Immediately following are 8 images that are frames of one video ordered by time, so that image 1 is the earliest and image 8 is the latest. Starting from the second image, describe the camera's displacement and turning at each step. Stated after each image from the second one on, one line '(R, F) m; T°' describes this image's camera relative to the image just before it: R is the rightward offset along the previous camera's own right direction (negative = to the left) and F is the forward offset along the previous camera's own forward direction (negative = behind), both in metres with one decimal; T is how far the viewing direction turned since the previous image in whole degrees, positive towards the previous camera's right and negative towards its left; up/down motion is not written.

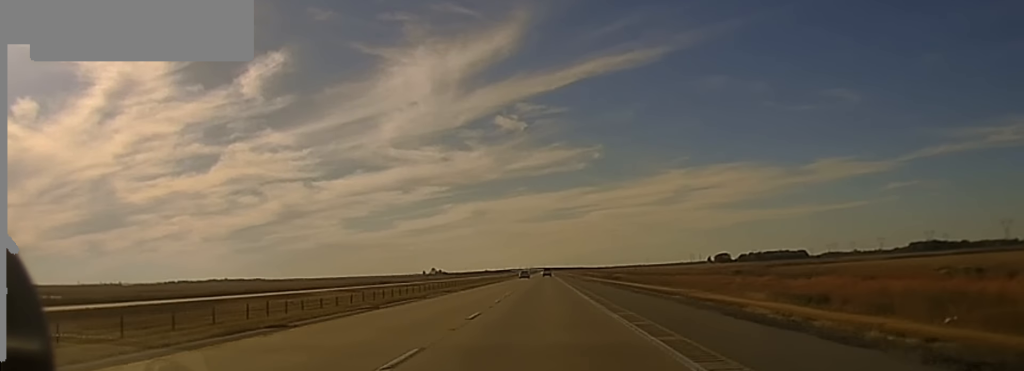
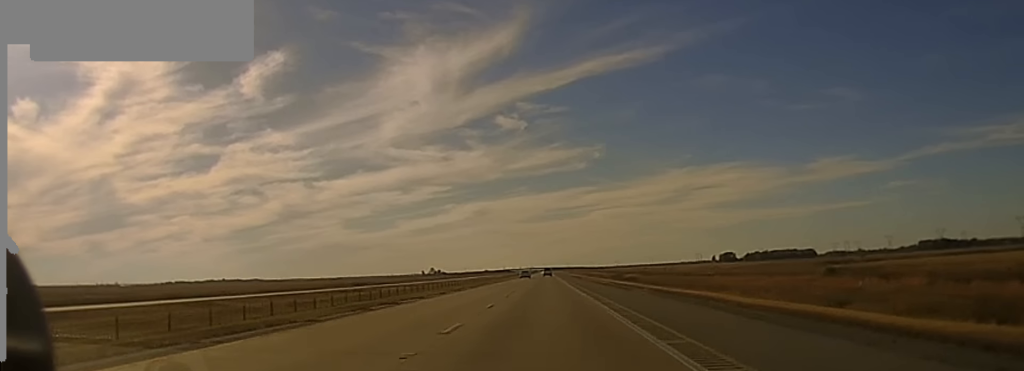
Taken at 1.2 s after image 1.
(0.0, +36.3) m; 0°
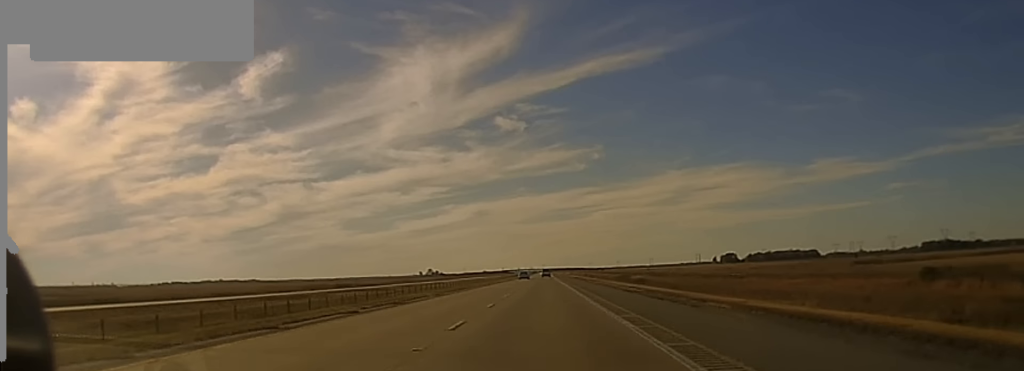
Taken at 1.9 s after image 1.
(0.0, +21.2) m; 0°
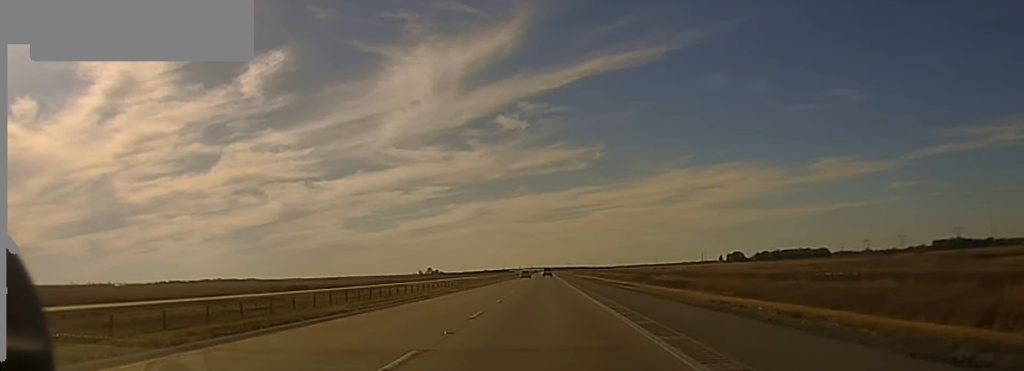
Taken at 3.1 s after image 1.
(0.0, +41.3) m; 0°
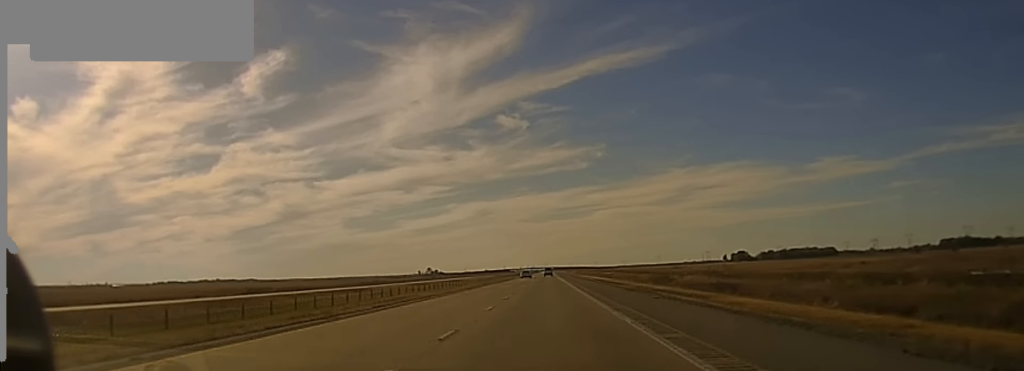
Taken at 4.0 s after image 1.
(+0.1, +32.2) m; 0°
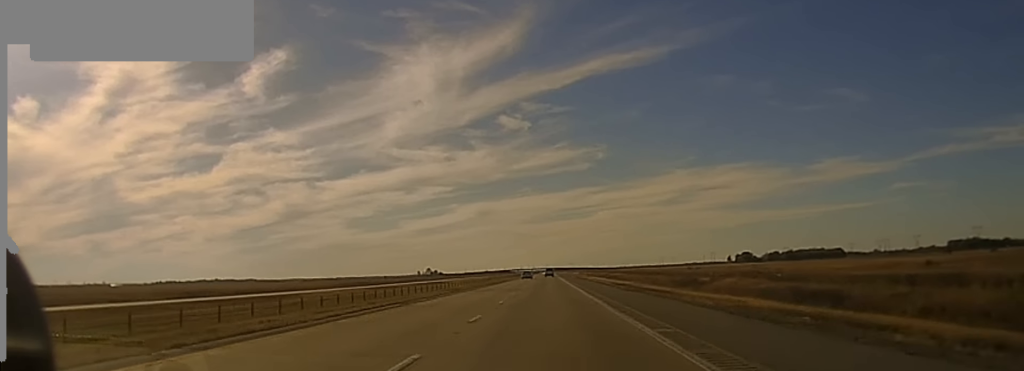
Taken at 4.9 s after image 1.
(+0.1, +34.2) m; -1°
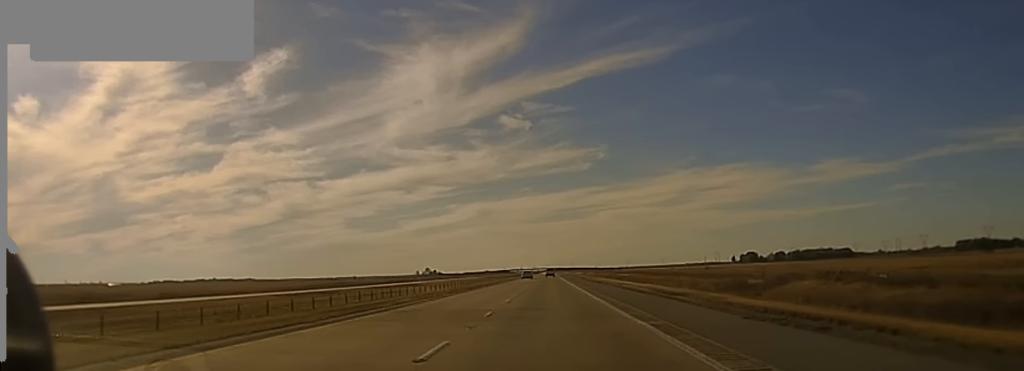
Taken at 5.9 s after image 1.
(-0.5, +38.4) m; -1°
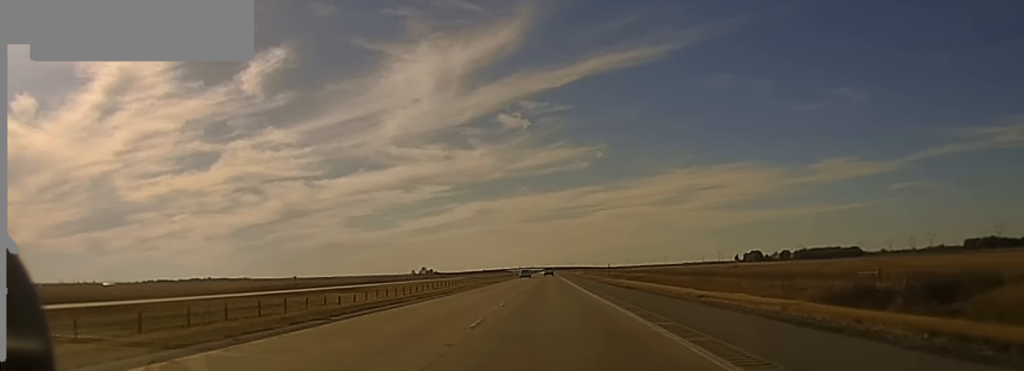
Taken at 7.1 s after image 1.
(+0.4, +45.4) m; +1°
